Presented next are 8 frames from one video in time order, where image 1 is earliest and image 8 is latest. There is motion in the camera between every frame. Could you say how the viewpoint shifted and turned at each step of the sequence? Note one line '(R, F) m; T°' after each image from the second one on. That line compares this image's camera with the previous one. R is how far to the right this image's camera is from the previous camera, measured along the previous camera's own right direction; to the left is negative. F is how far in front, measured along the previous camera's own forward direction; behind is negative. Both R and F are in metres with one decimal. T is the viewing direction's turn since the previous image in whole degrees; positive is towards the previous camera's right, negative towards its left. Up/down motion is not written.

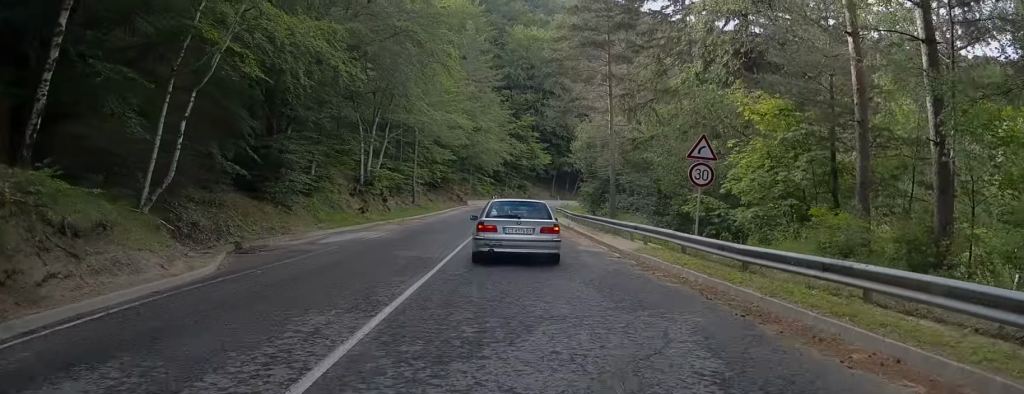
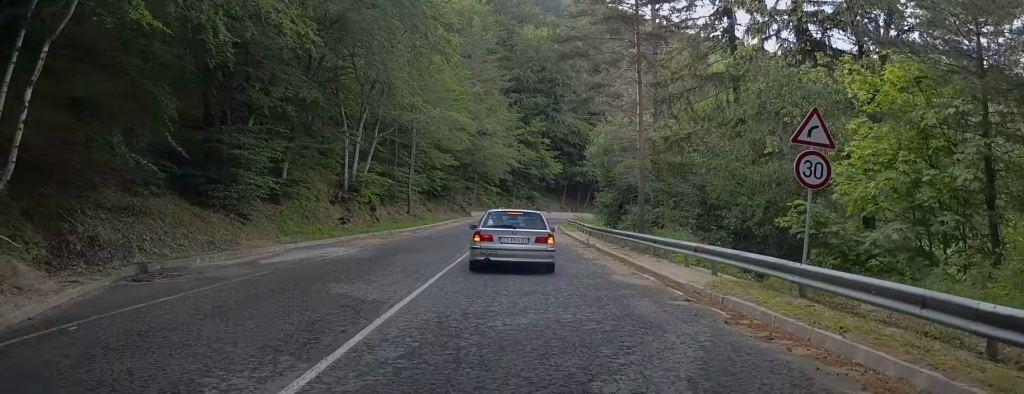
(-0.2, +6.9) m; -2°
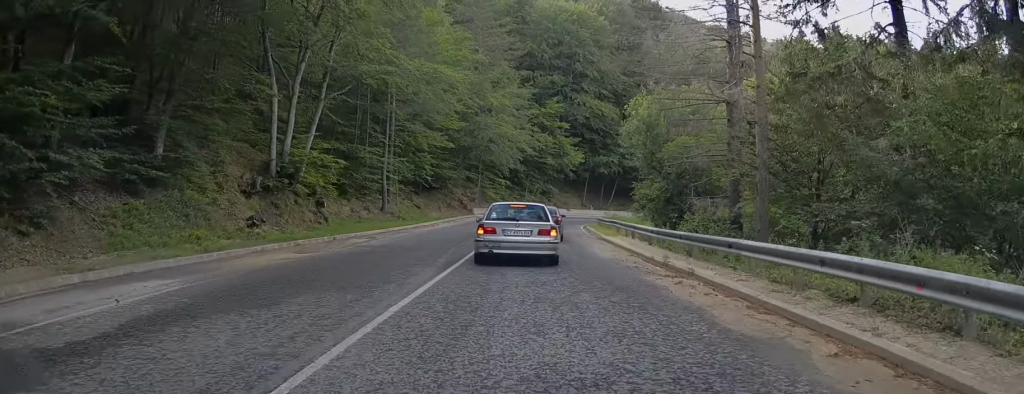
(-0.7, +14.8) m; -4°
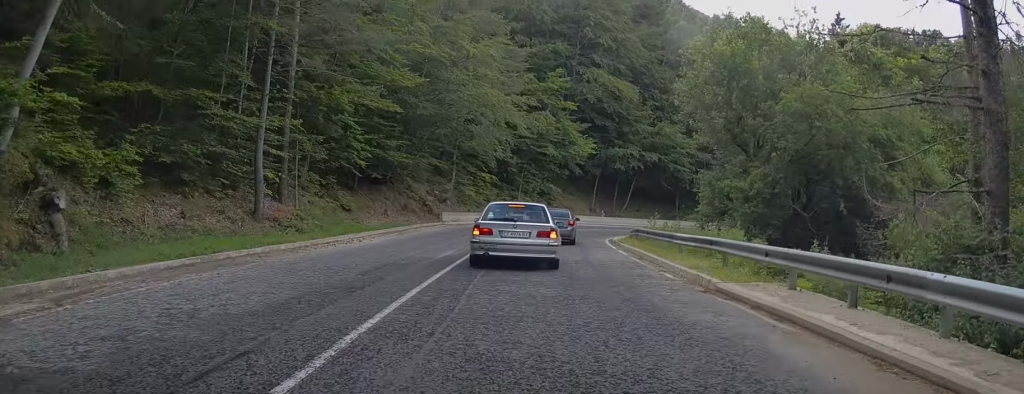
(0.0, +18.4) m; 0°
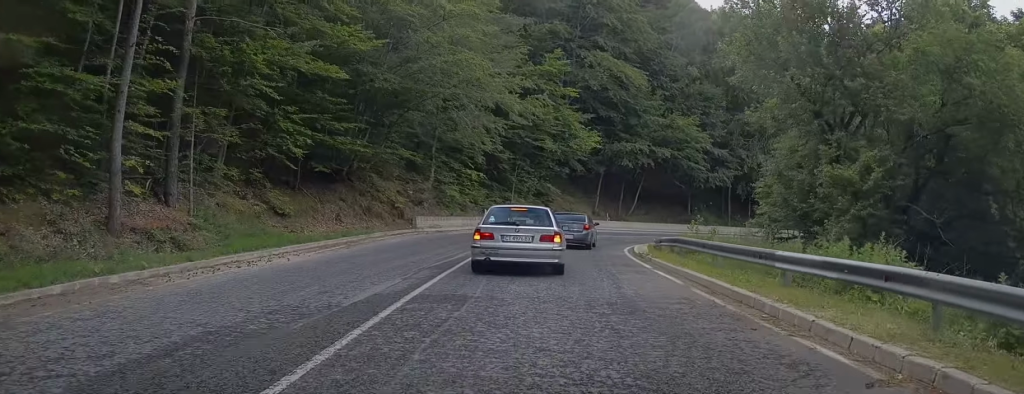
(0.0, +7.7) m; 0°
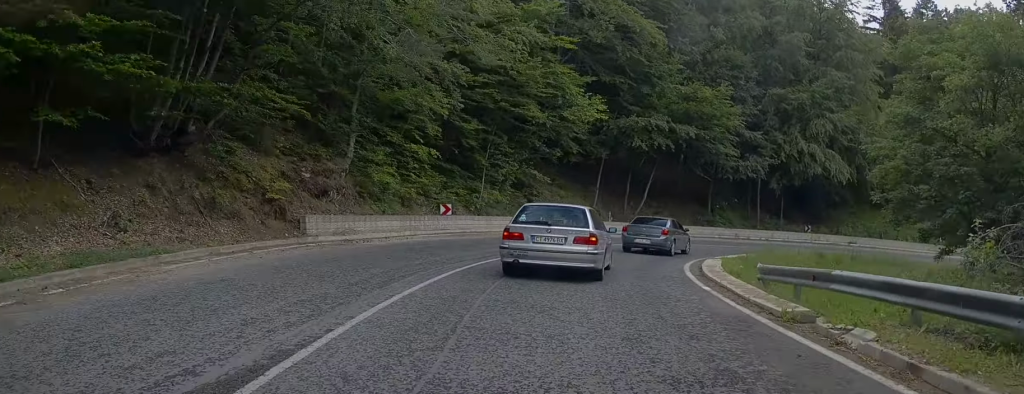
(+0.2, +13.9) m; +5°
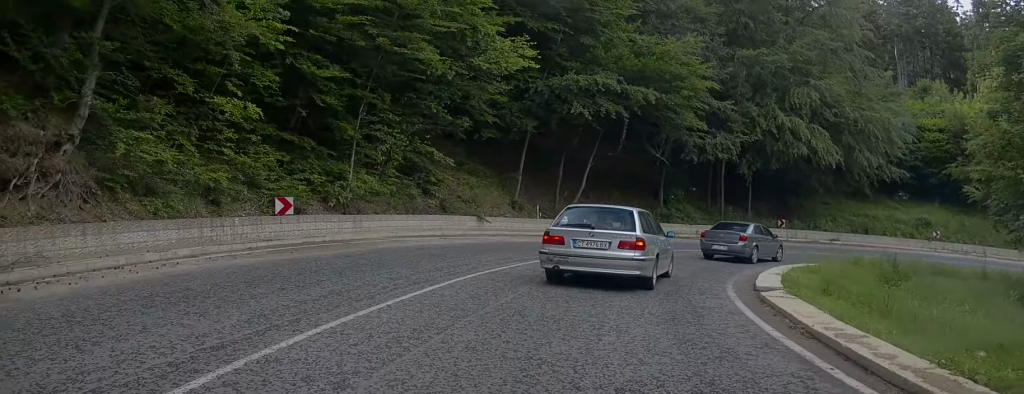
(+0.7, +11.6) m; +9°
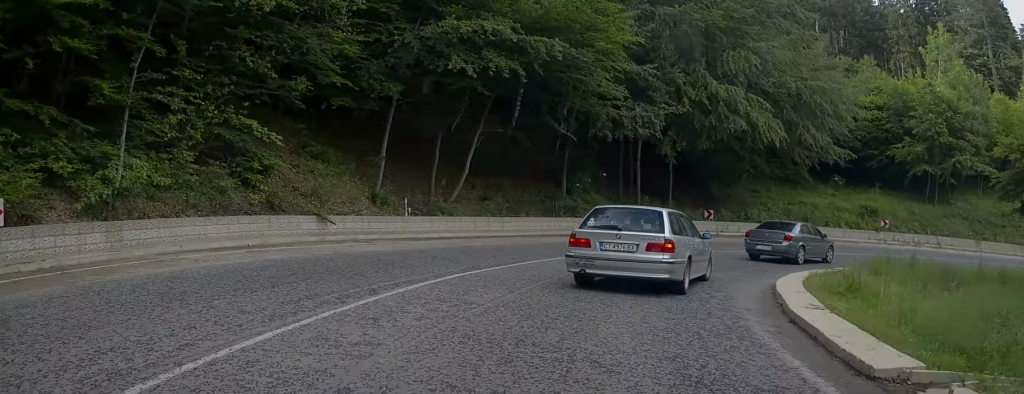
(+0.6, +8.0) m; +10°
